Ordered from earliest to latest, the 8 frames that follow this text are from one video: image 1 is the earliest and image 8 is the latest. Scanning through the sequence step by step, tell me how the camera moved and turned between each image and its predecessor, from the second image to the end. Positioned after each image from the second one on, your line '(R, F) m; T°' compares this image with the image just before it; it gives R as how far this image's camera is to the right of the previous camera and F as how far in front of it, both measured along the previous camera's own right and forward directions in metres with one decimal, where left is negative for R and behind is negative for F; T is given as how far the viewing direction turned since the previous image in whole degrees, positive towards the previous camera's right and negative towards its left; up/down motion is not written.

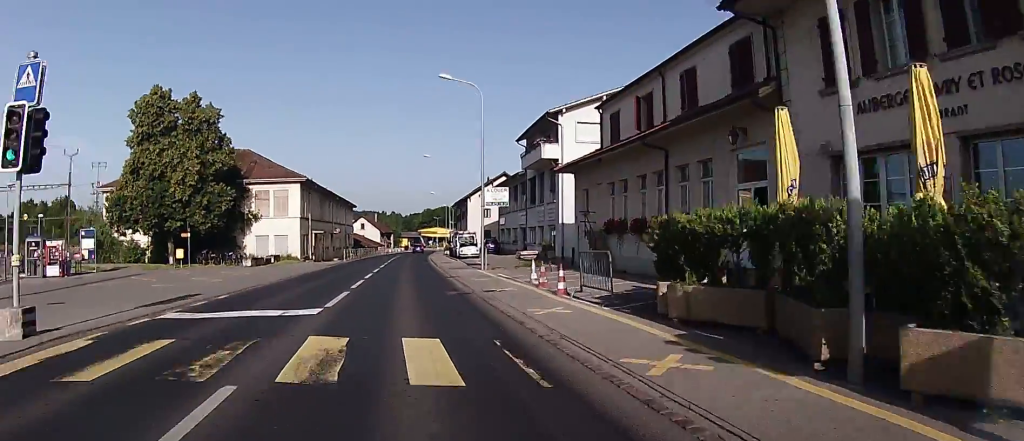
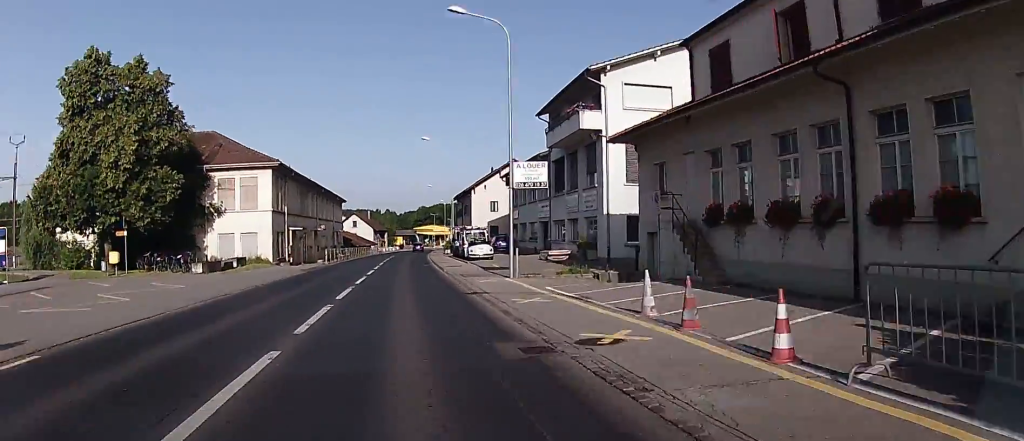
(+0.2, +10.1) m; +1°
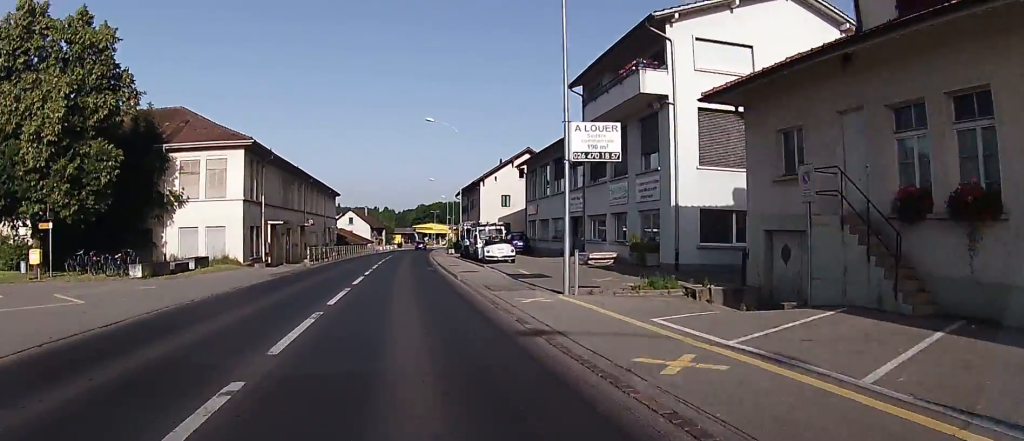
(+0.1, +8.1) m; +1°
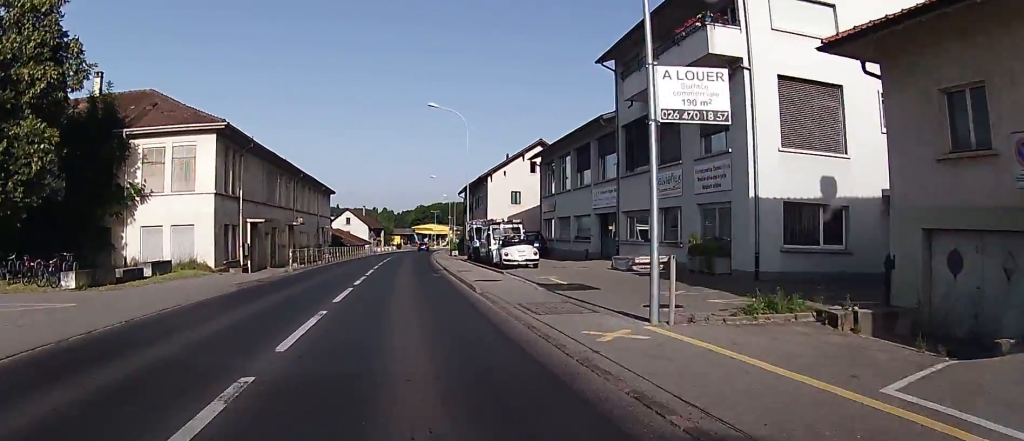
(0.0, +5.7) m; 0°
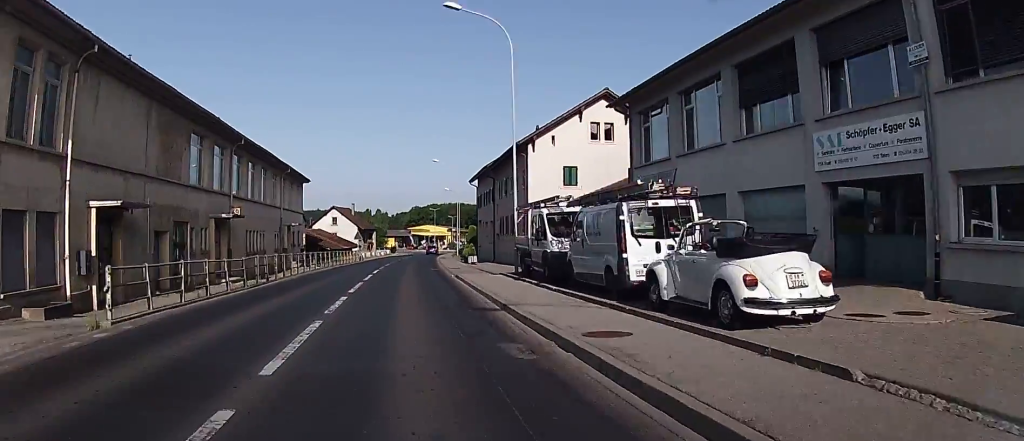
(0.0, +19.3) m; -2°
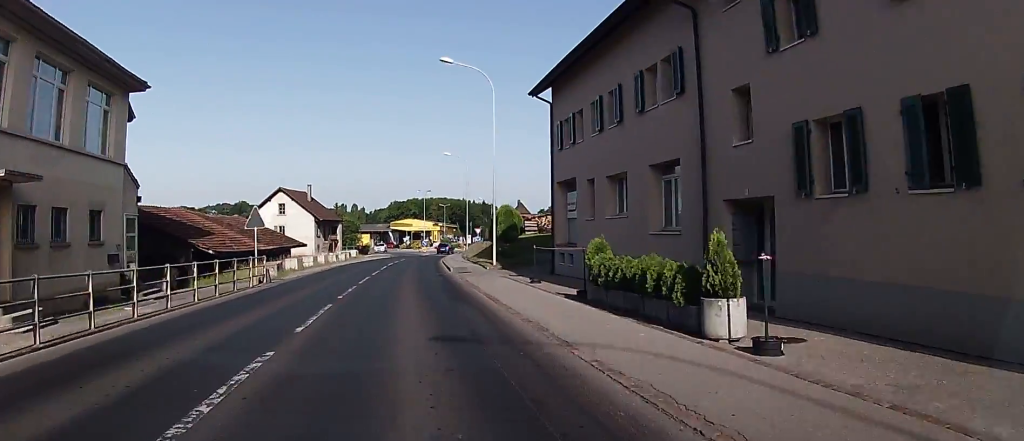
(+1.3, +38.1) m; +4°
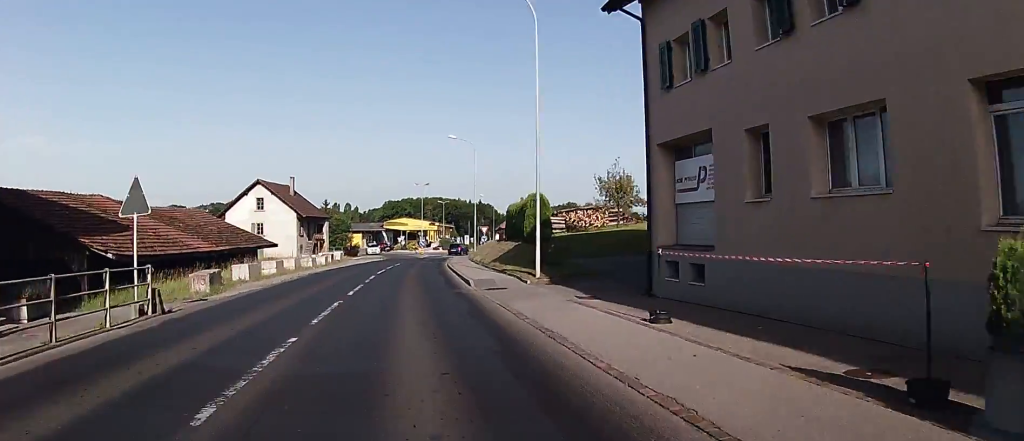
(0.0, +11.0) m; +1°
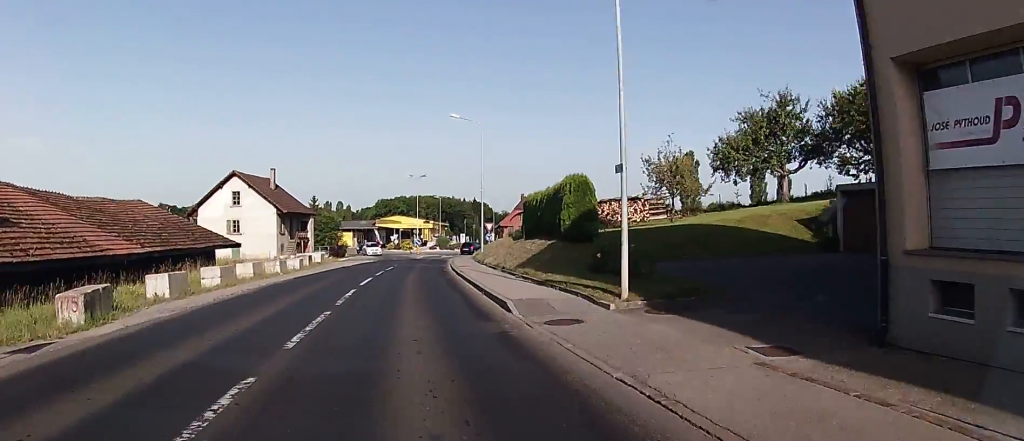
(+0.2, +8.7) m; +1°
